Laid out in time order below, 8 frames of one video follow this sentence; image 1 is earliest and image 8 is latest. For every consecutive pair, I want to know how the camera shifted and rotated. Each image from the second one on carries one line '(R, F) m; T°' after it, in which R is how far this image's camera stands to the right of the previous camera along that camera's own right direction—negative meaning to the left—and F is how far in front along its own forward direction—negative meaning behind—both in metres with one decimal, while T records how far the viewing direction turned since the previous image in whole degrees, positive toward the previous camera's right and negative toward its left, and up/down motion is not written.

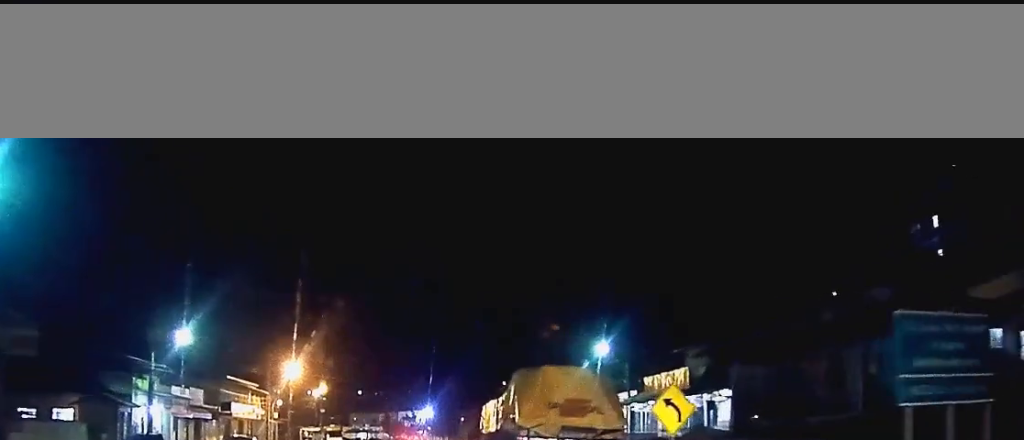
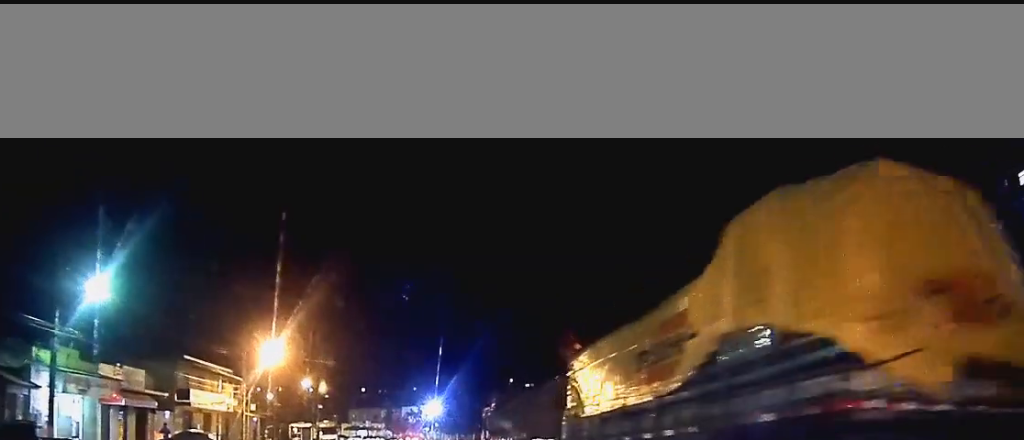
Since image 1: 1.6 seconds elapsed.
(0.0, +13.8) m; 0°
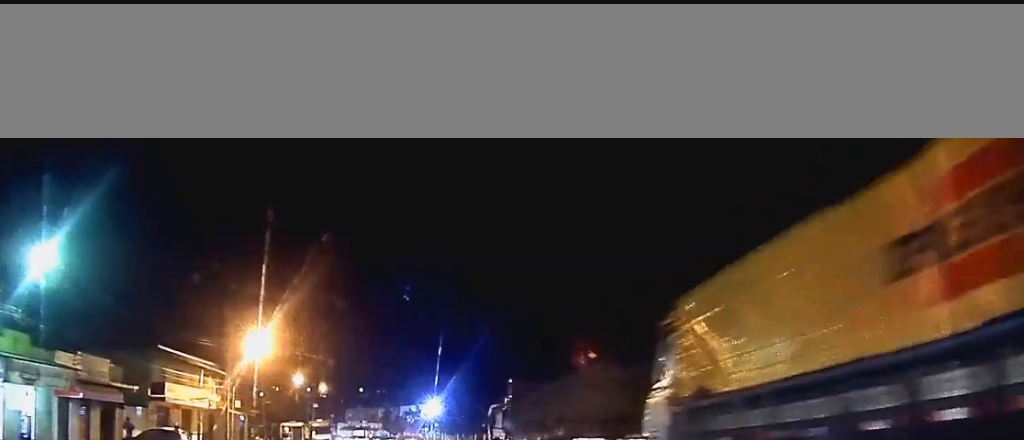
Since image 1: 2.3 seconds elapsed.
(0.0, +5.1) m; 0°
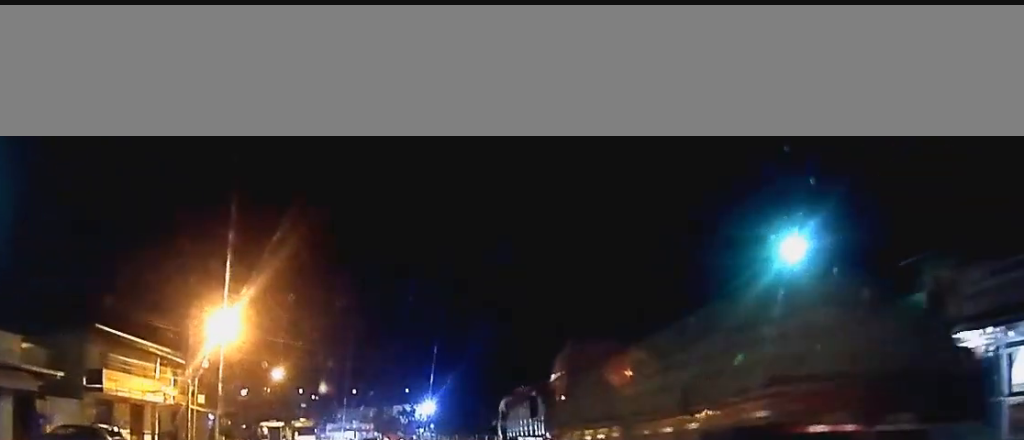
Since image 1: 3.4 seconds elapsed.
(0.0, +9.2) m; +1°
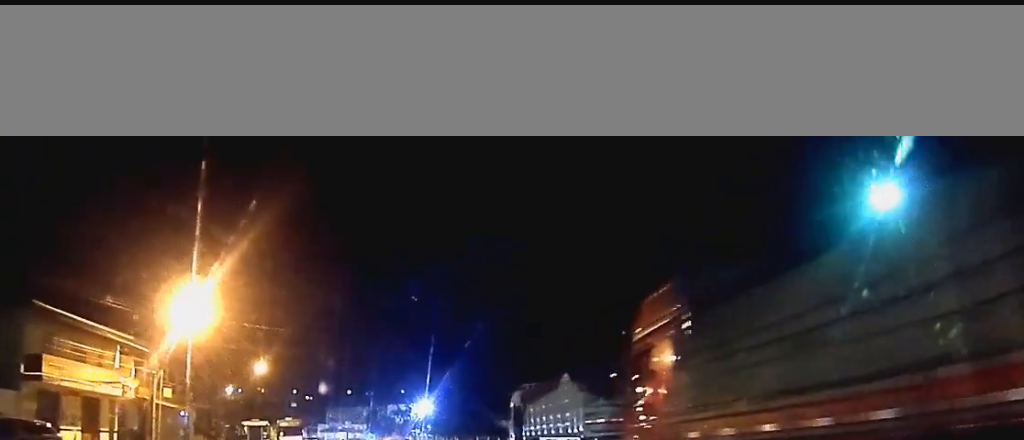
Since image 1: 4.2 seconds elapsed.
(+0.1, +6.4) m; +1°
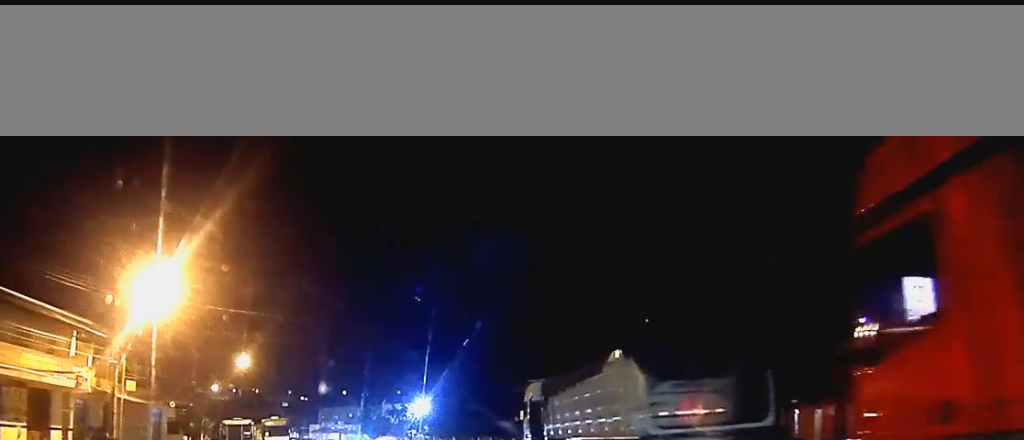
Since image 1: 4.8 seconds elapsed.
(+0.1, +5.6) m; 0°
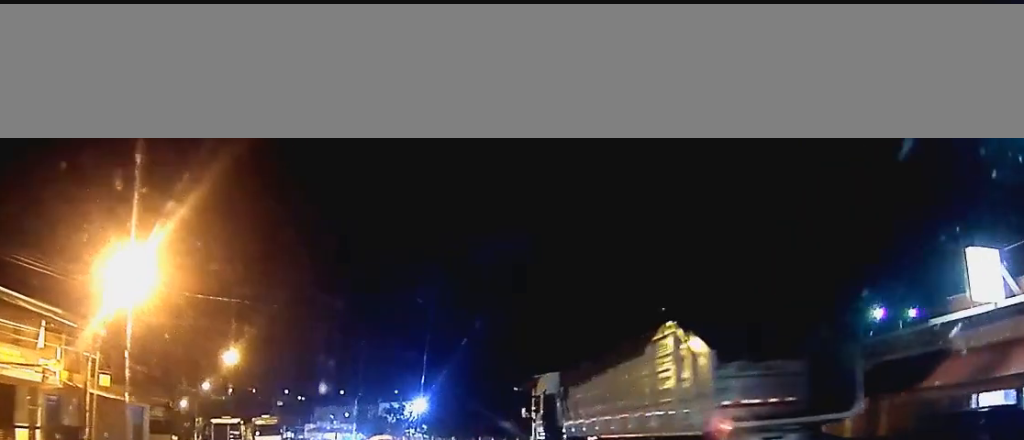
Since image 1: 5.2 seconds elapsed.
(0.0, +3.3) m; 0°
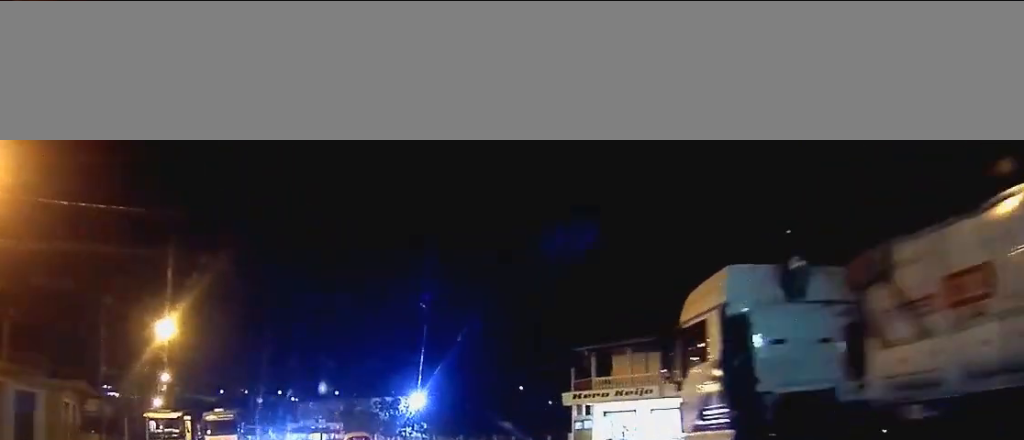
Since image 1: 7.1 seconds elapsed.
(-0.1, +14.6) m; -1°
